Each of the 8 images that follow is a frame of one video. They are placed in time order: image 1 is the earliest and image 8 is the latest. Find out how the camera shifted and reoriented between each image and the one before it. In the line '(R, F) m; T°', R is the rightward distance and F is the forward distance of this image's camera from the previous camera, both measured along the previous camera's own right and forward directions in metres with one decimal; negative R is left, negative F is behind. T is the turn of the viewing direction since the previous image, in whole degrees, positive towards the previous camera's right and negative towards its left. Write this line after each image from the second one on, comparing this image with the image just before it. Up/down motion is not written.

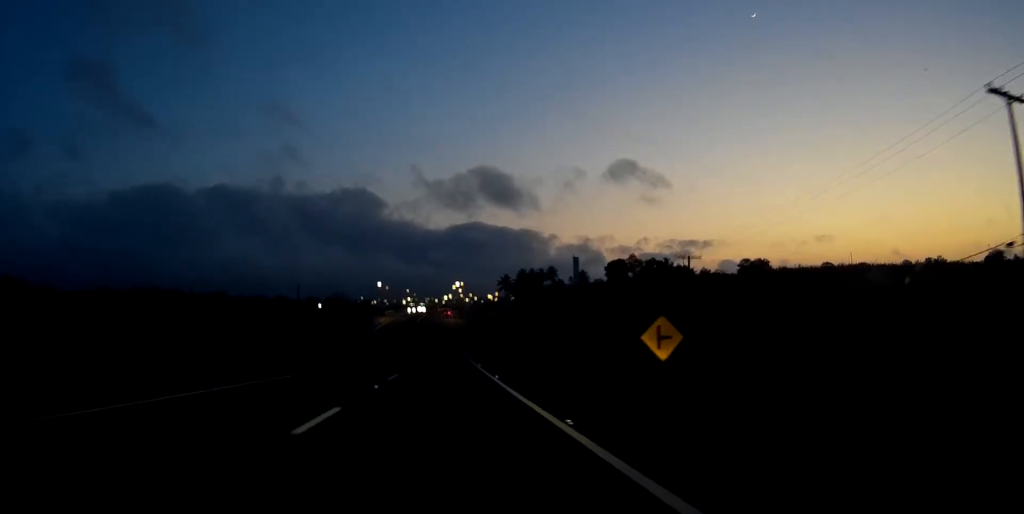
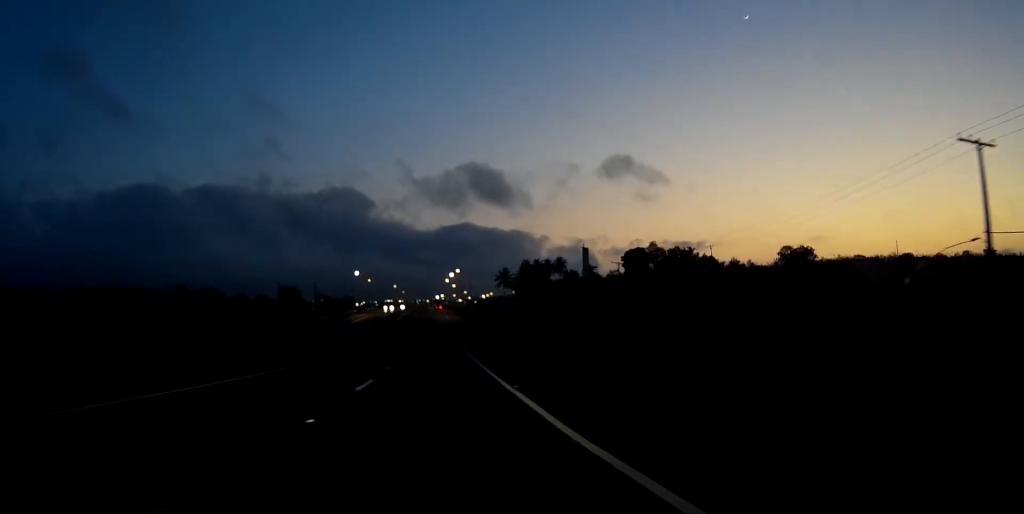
(+0.4, +40.6) m; +1°
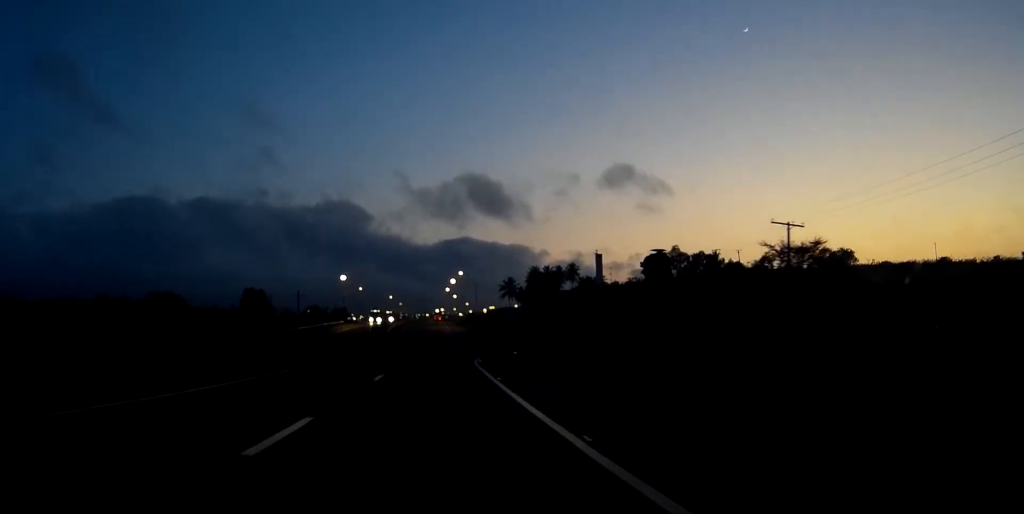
(-0.1, +25.6) m; 0°
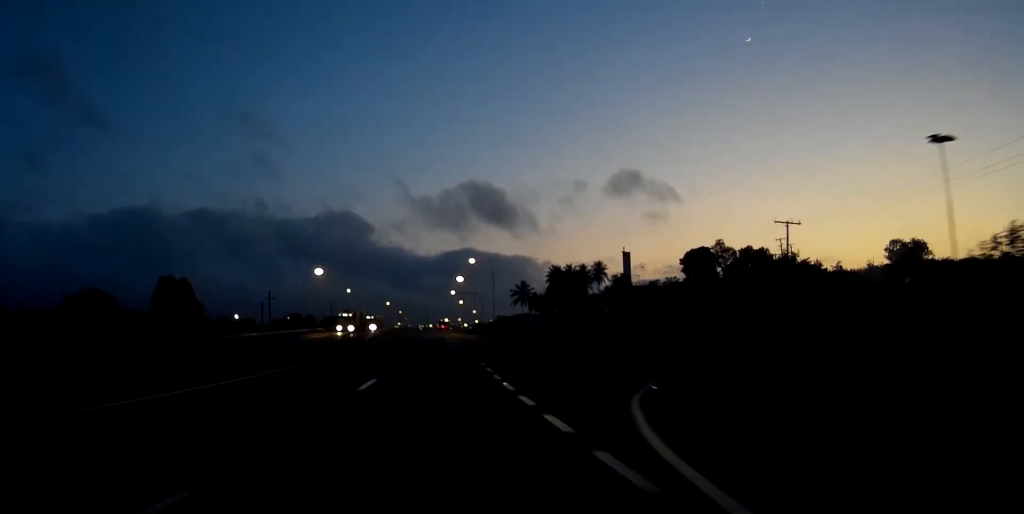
(0.0, +35.8) m; 0°
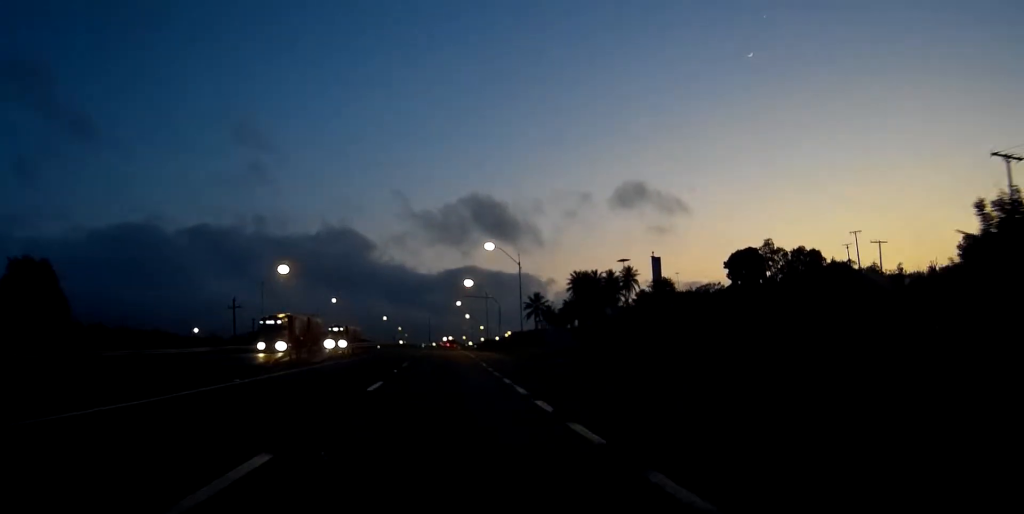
(-0.2, +29.8) m; 0°
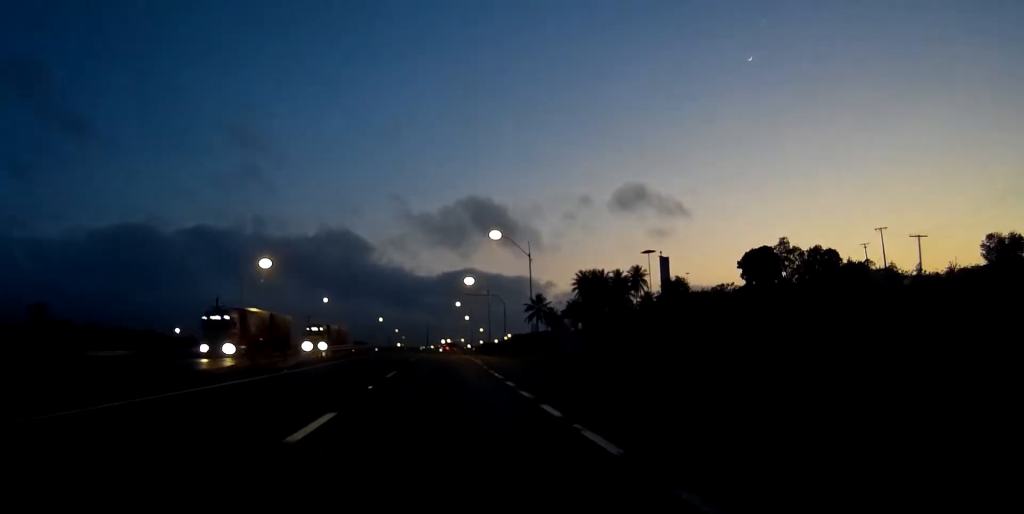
(0.0, +9.0) m; 0°
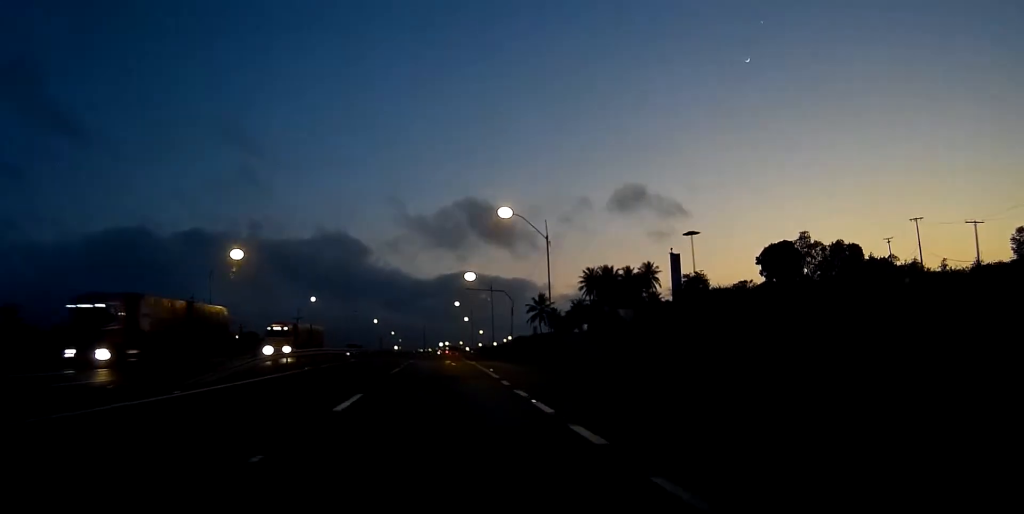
(0.0, +11.2) m; 0°
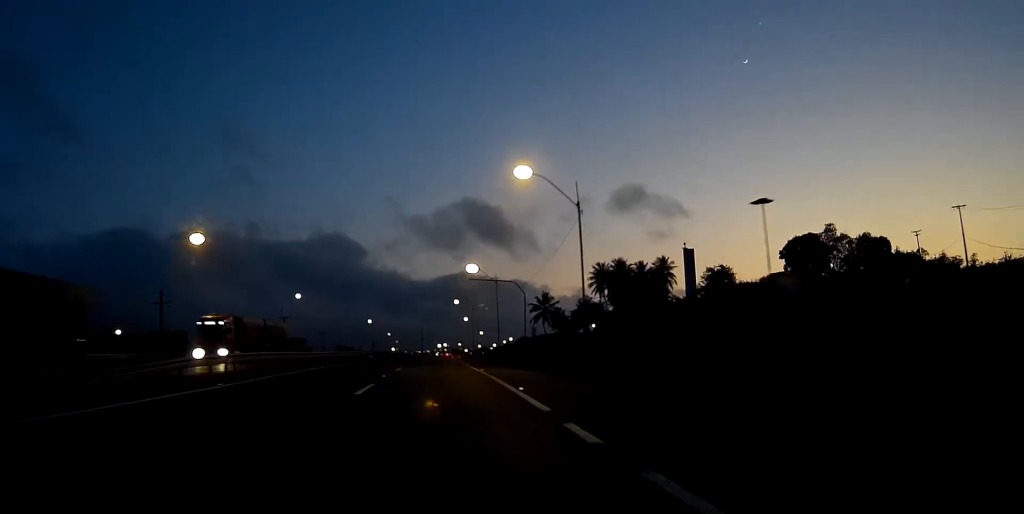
(0.0, +11.9) m; 0°
